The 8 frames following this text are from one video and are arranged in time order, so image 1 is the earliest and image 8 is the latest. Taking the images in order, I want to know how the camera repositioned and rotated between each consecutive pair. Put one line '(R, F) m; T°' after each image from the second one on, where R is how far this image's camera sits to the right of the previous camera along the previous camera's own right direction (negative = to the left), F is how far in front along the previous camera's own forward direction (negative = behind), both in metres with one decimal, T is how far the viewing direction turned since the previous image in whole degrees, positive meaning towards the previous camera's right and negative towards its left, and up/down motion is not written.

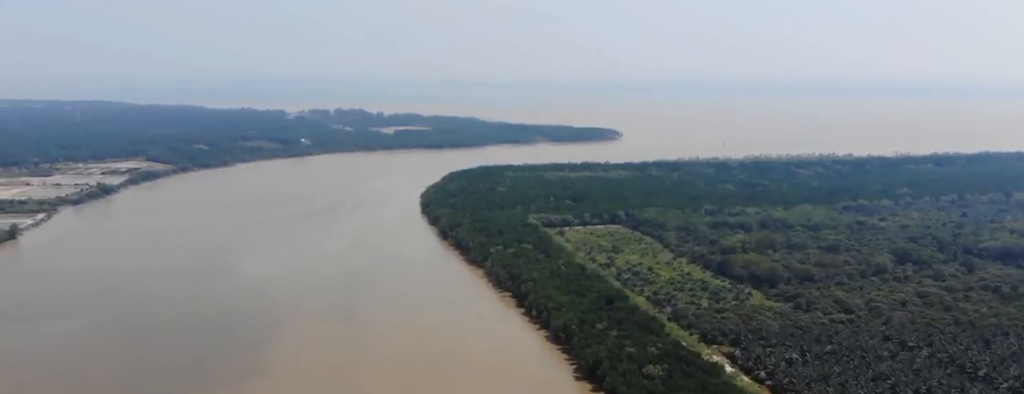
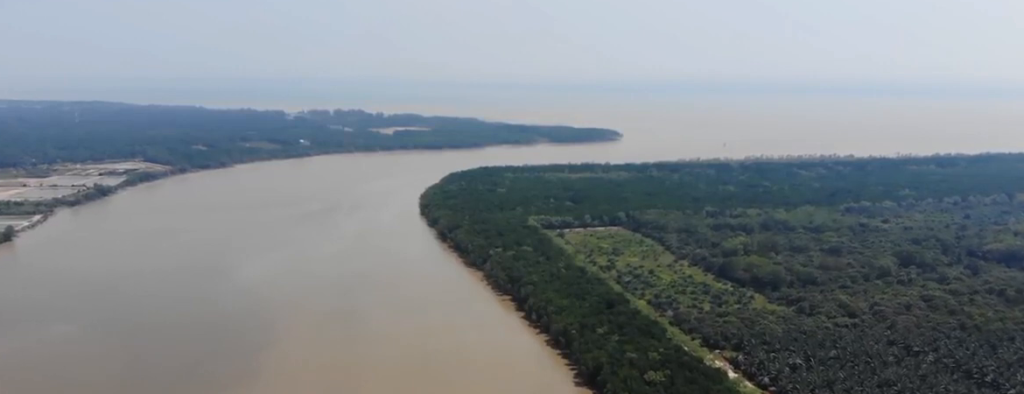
(0.0, +7.3) m; 0°
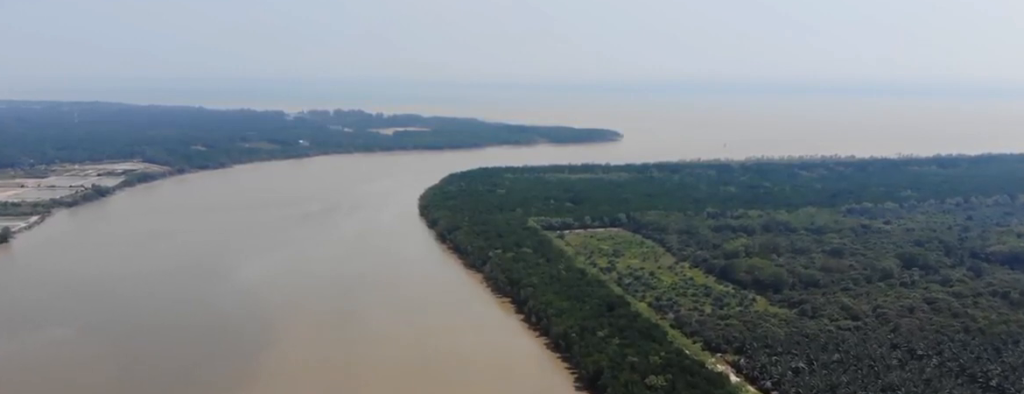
(0.0, +5.2) m; 0°
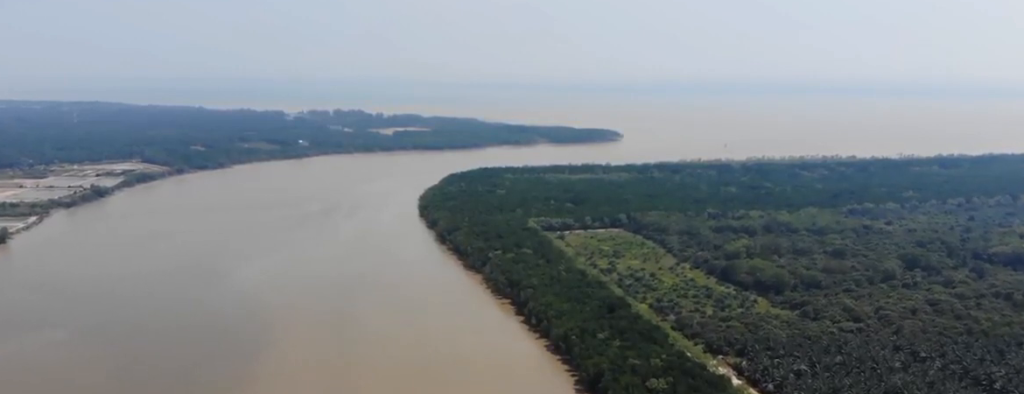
(0.0, +3.9) m; 0°
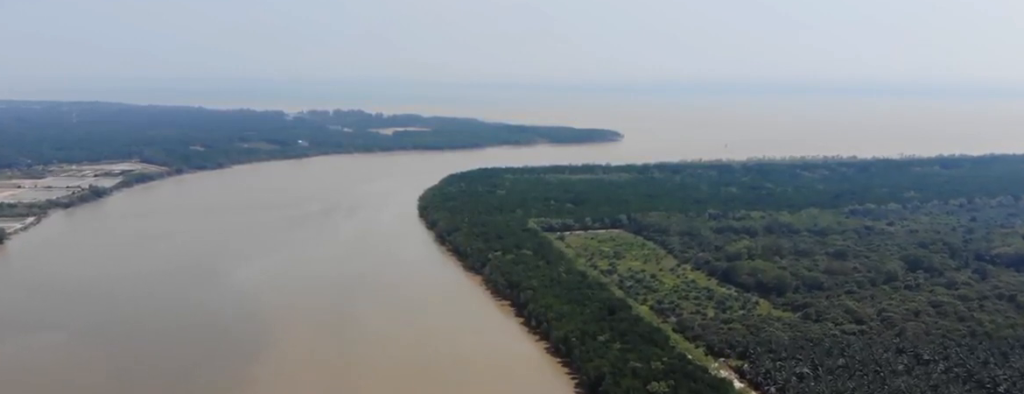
(0.0, +4.4) m; 0°
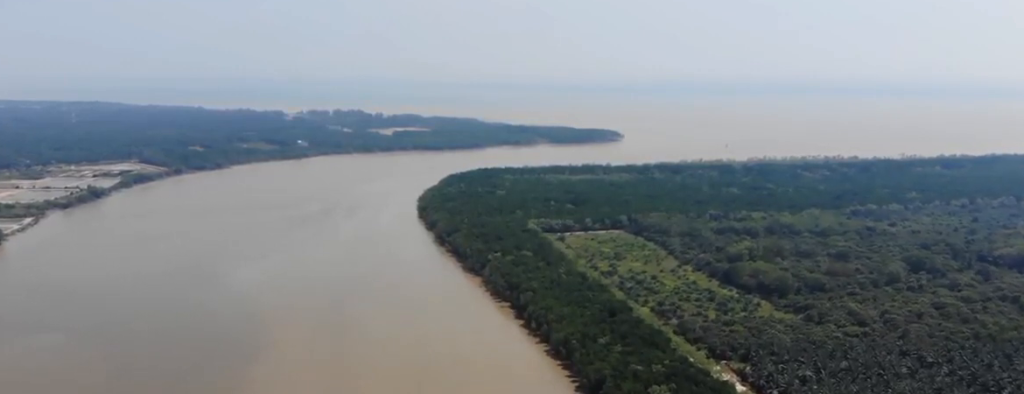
(0.0, +4.4) m; 0°
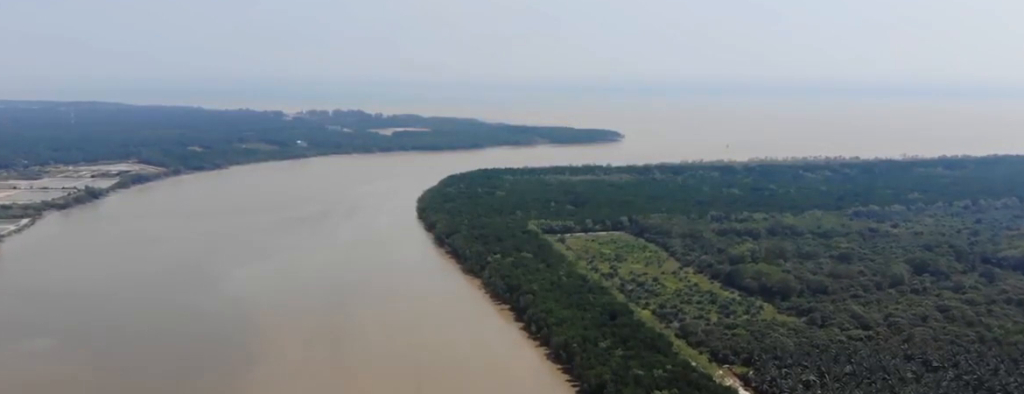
(0.0, +6.4) m; 0°
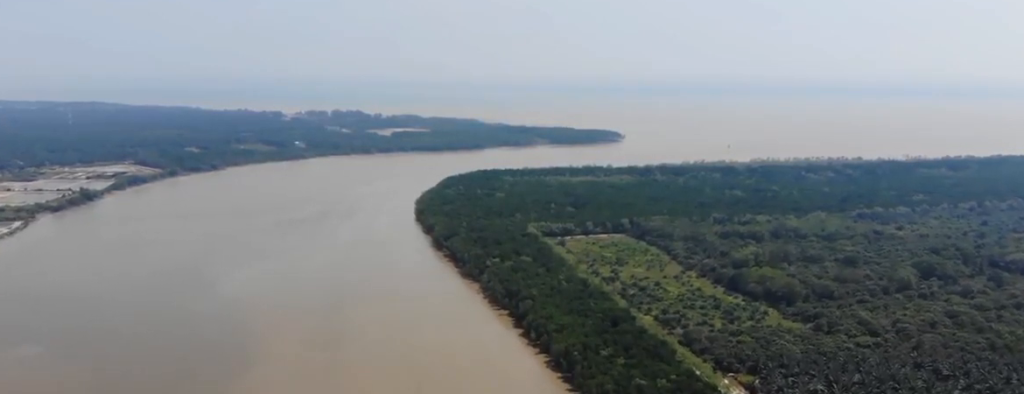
(+0.1, +13.0) m; +1°
